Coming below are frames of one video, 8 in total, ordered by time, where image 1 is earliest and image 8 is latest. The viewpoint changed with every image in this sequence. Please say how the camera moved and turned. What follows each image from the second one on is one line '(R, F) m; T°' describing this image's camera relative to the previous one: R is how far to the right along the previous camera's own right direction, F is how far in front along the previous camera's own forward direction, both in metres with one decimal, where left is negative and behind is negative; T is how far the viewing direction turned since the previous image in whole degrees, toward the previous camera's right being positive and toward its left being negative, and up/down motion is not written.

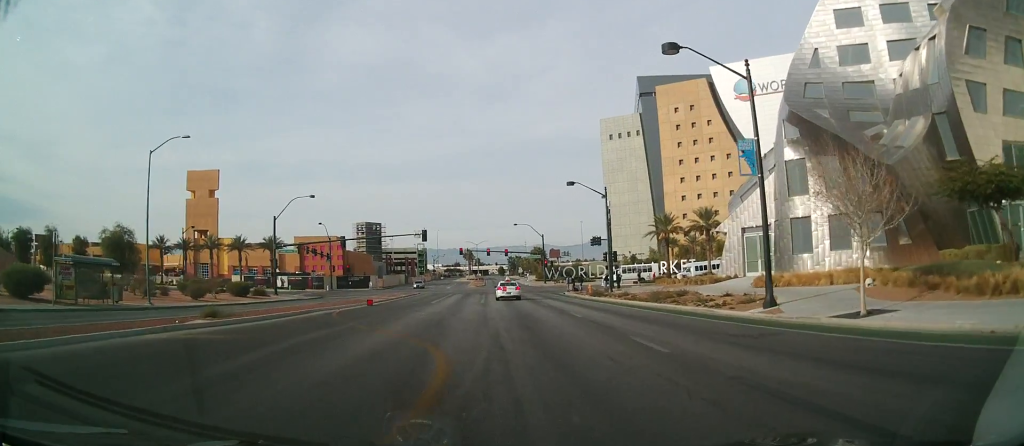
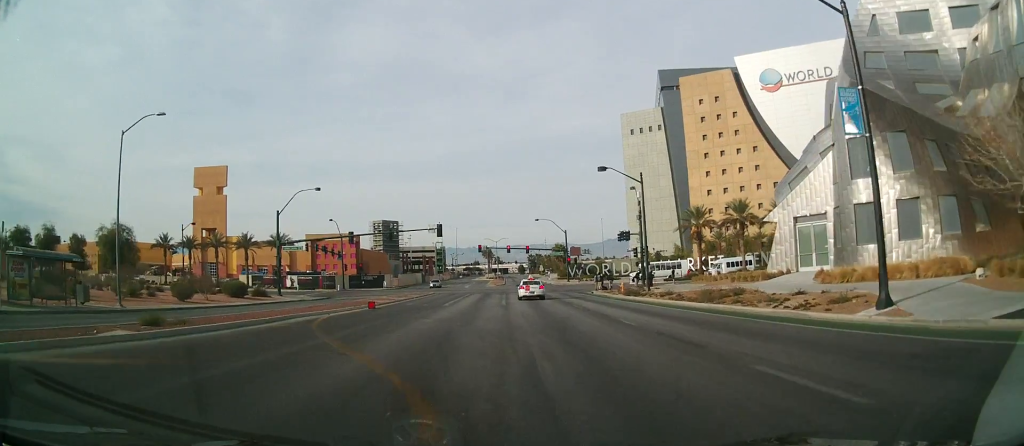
(-0.1, +5.5) m; -2°
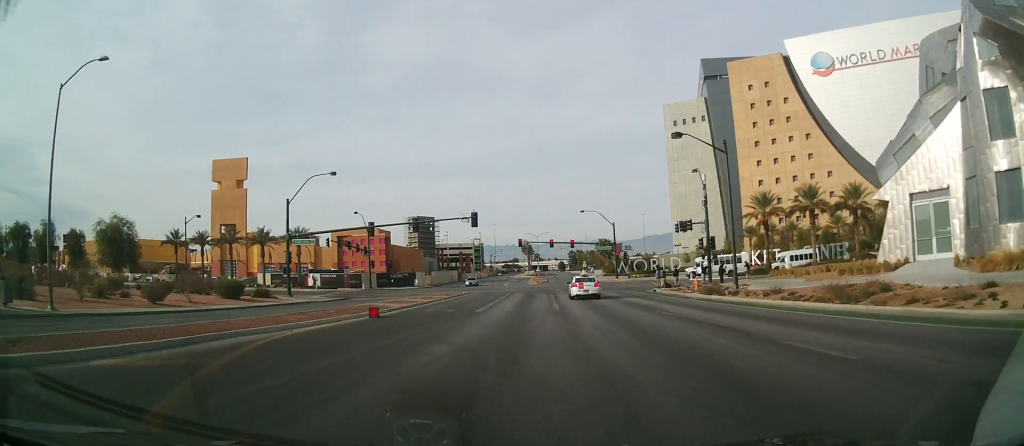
(-0.3, +8.9) m; -3°
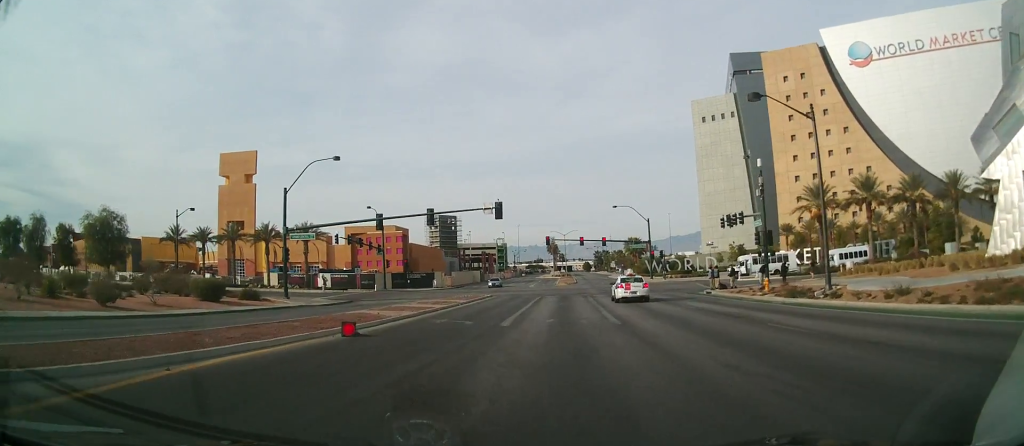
(-0.3, +7.6) m; 0°
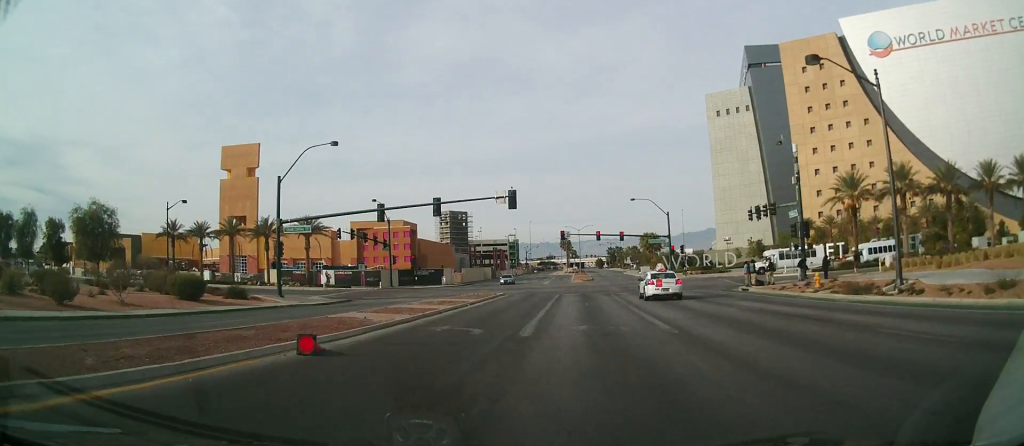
(+0.3, +4.5) m; 0°
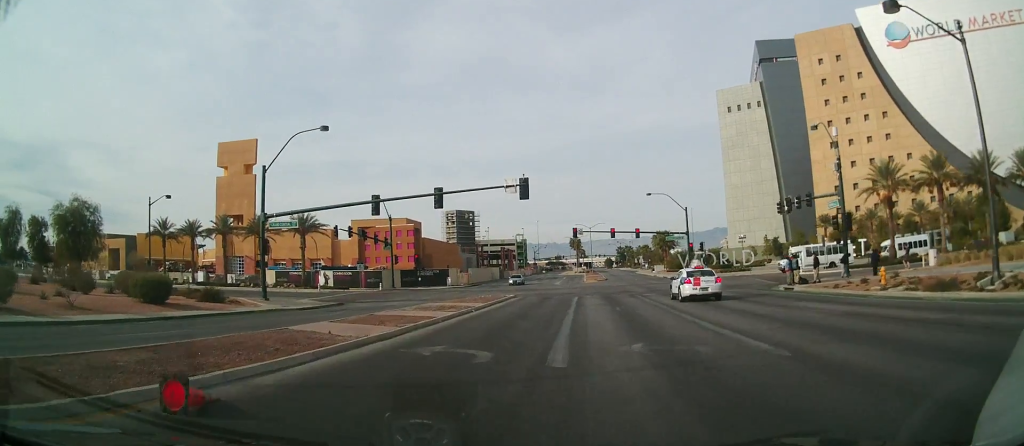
(0.0, +5.1) m; 0°
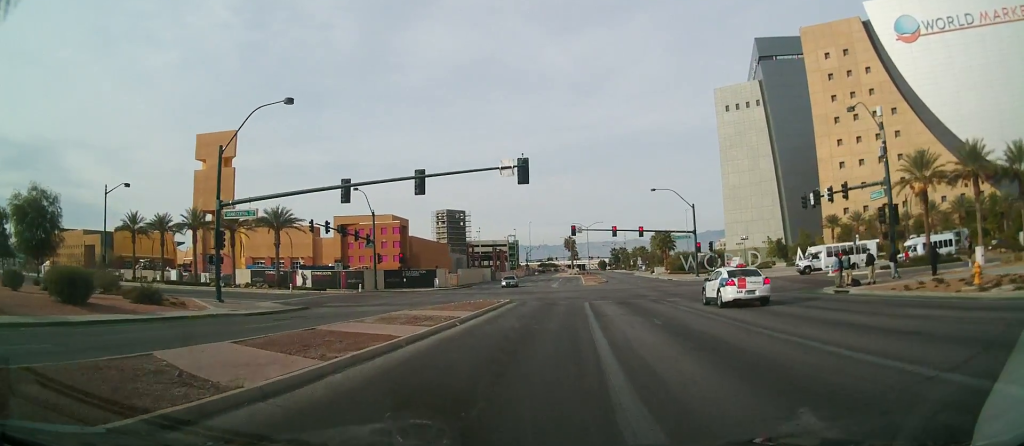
(-0.2, +6.5) m; -2°
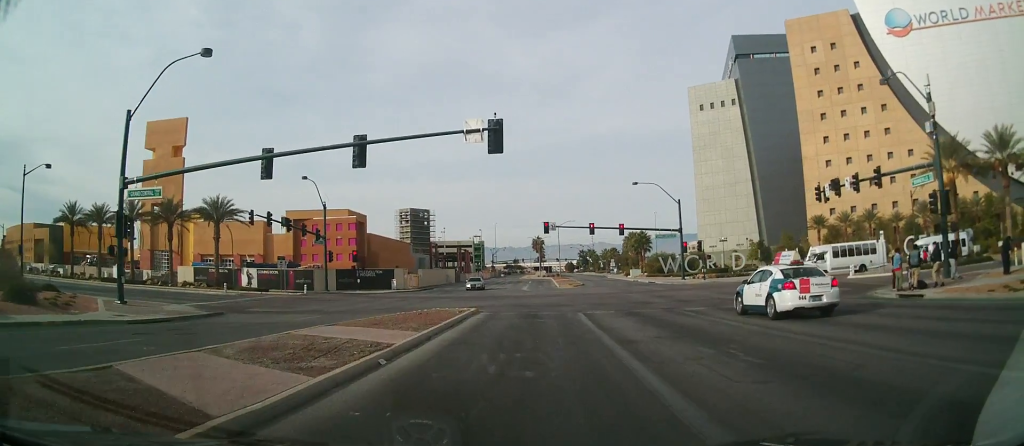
(0.0, +7.6) m; +5°
